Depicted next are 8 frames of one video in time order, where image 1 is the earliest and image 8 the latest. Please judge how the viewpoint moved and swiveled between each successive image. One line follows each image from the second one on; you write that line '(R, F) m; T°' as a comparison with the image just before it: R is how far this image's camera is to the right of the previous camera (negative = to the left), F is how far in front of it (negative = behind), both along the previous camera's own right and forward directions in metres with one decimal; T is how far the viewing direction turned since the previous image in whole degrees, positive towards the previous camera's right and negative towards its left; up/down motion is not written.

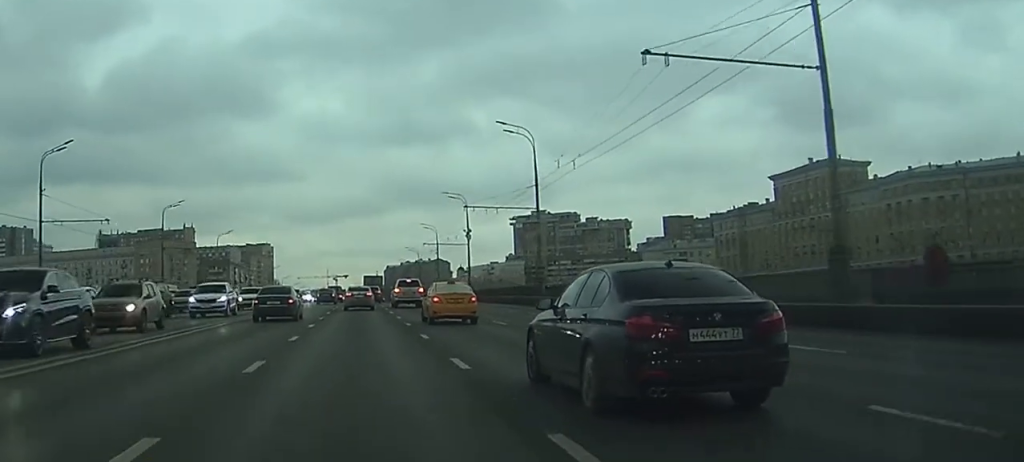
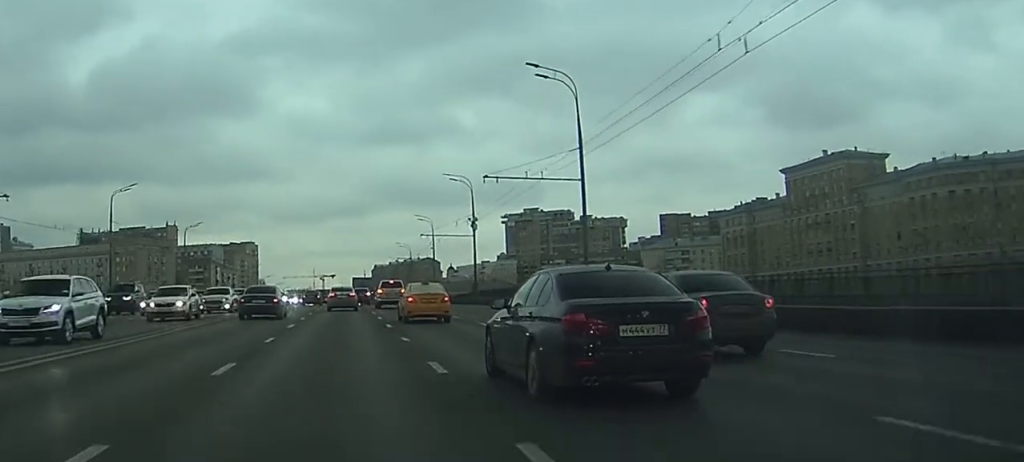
(+1.6, +18.6) m; 0°
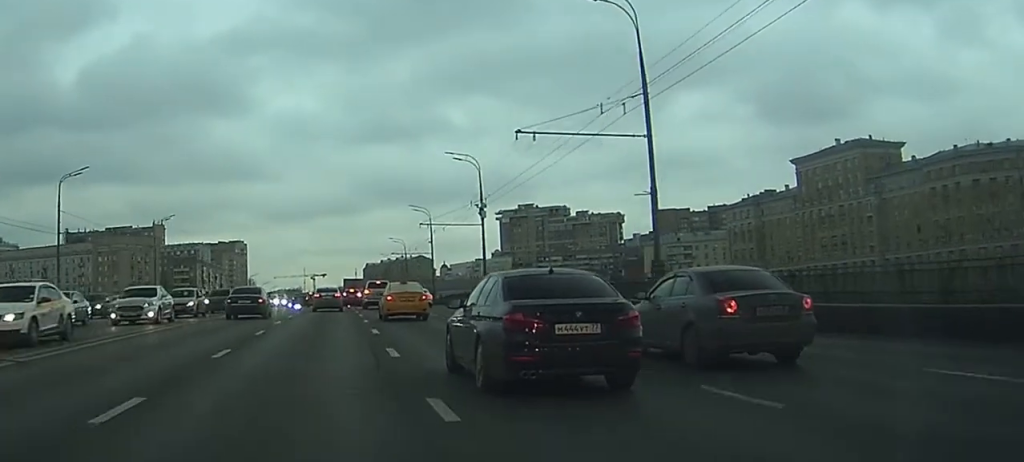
(-1.0, +13.9) m; -4°
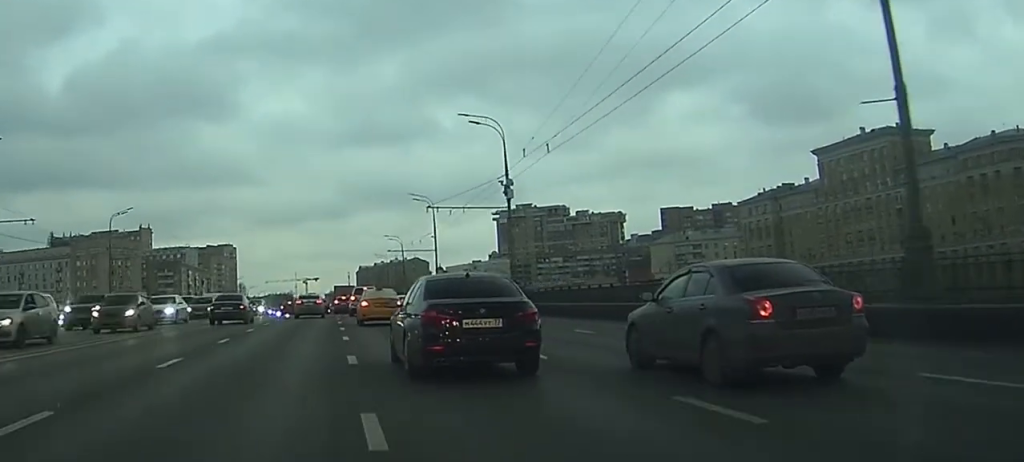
(-0.1, +18.2) m; 0°
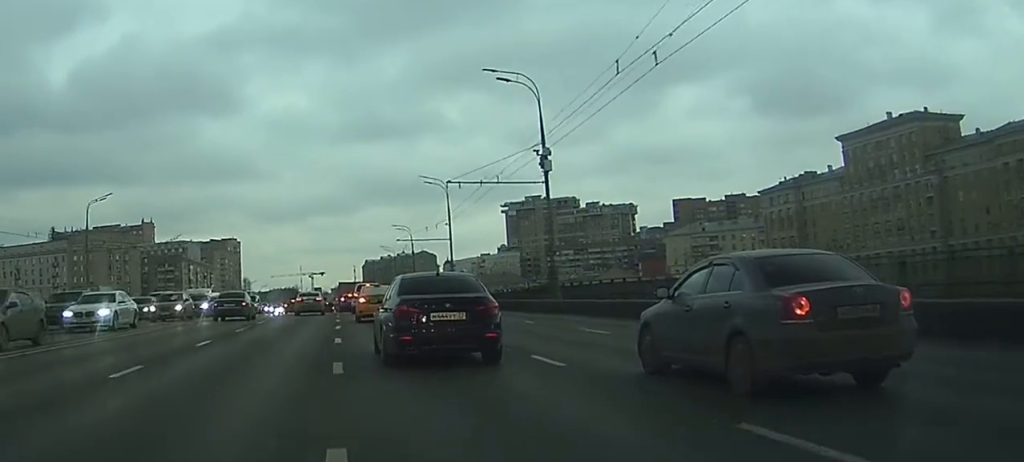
(+0.1, +10.6) m; +1°
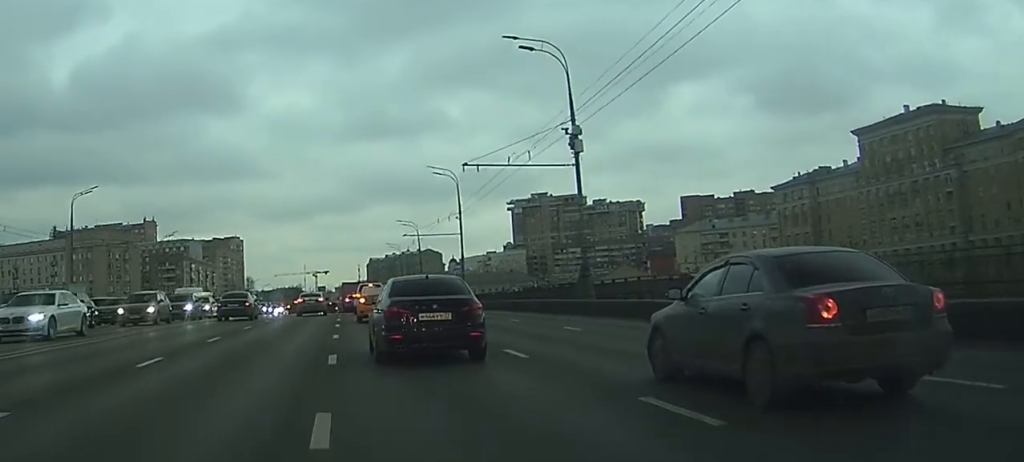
(0.0, +6.1) m; 0°
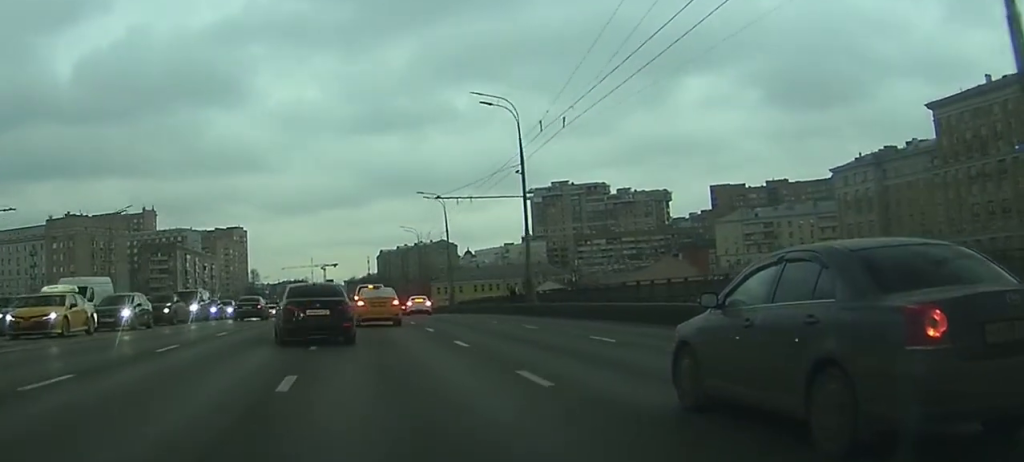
(+0.2, +29.5) m; 0°
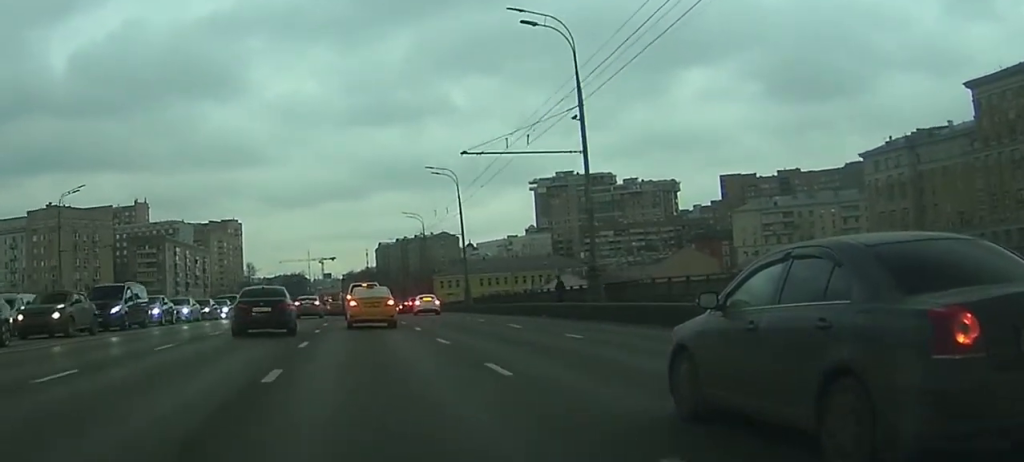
(-0.1, +15.3) m; 0°
